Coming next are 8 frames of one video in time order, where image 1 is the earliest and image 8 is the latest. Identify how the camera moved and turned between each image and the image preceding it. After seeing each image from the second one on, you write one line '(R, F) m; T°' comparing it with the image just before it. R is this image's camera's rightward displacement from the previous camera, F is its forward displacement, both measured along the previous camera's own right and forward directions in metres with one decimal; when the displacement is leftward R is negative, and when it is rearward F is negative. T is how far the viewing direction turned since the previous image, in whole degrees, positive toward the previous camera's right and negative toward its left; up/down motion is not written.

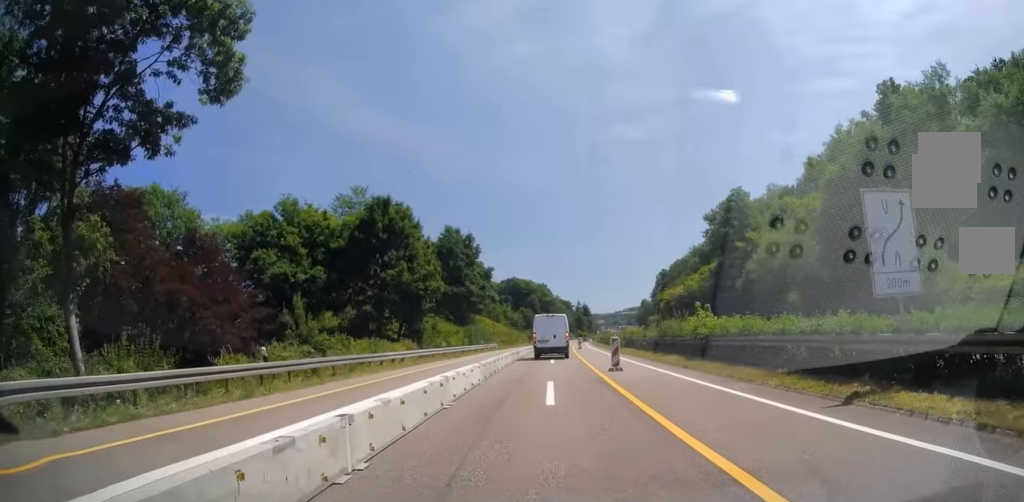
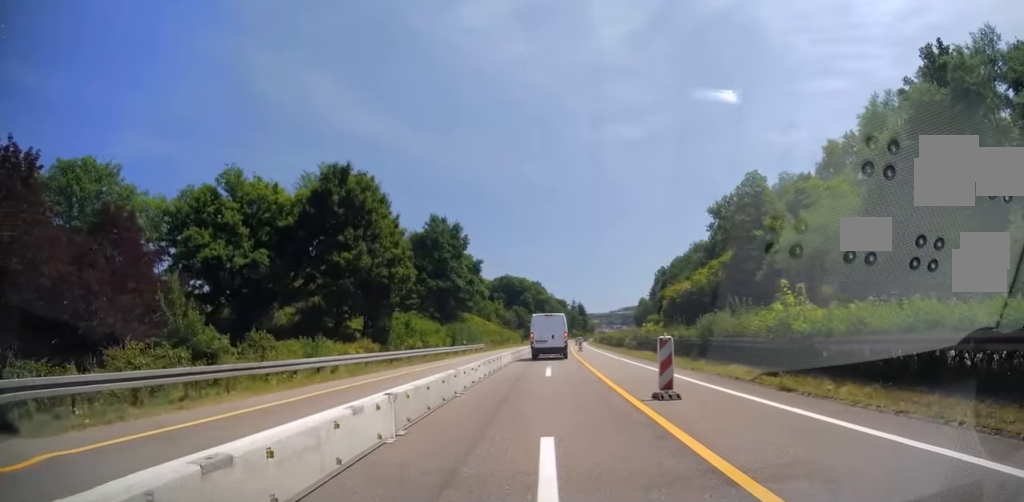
(-0.1, +9.9) m; 0°
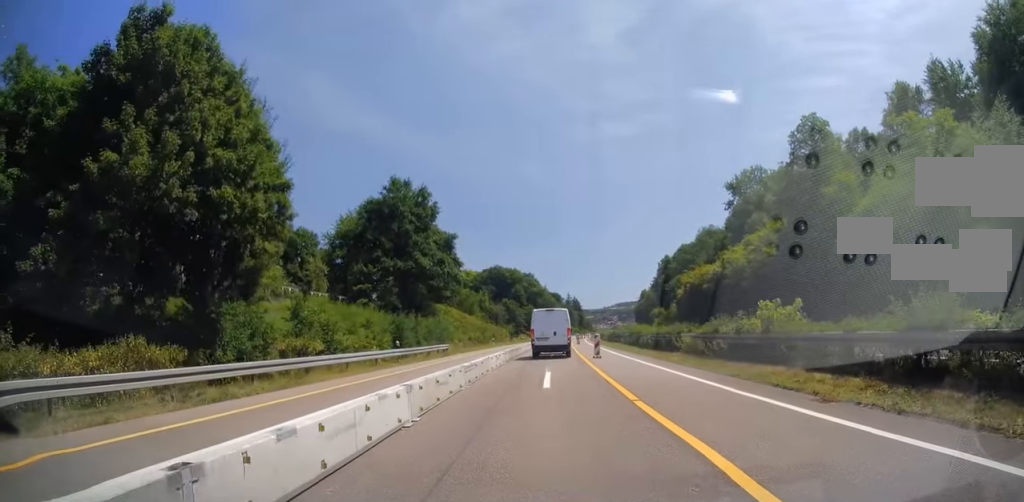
(+0.2, +23.1) m; +2°
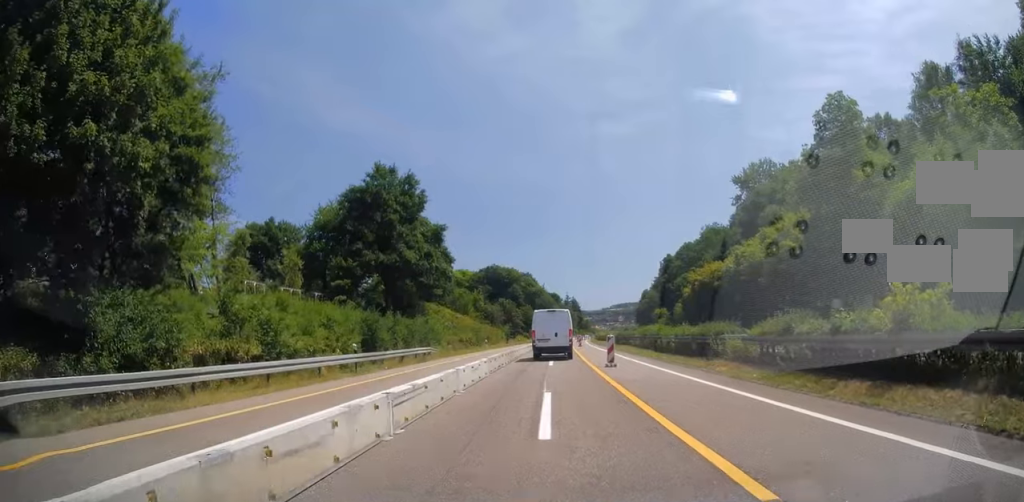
(+0.1, +7.3) m; 0°
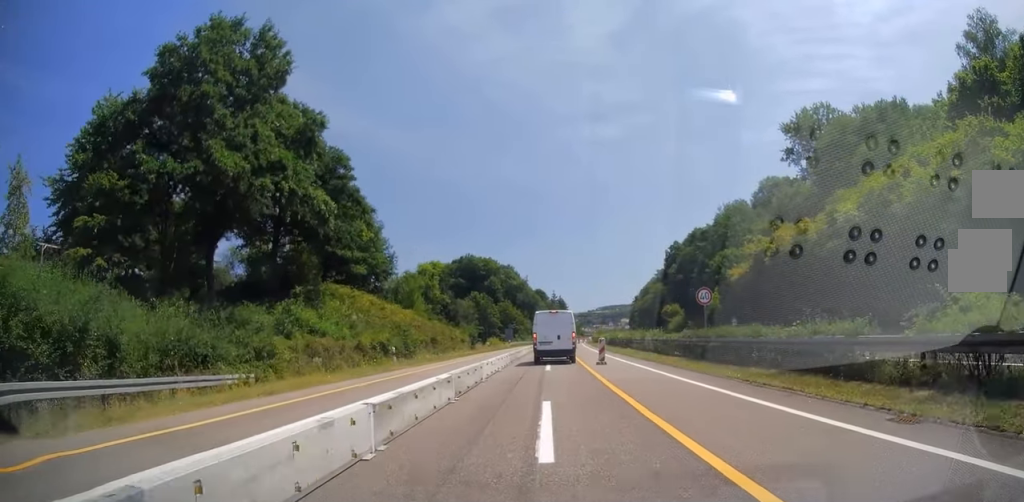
(0.0, +37.8) m; 0°
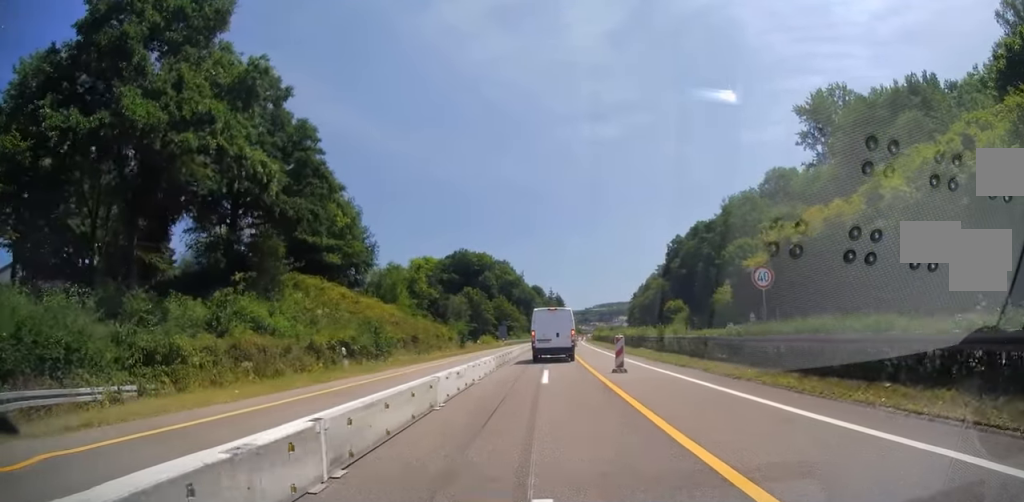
(-0.1, +7.6) m; 0°
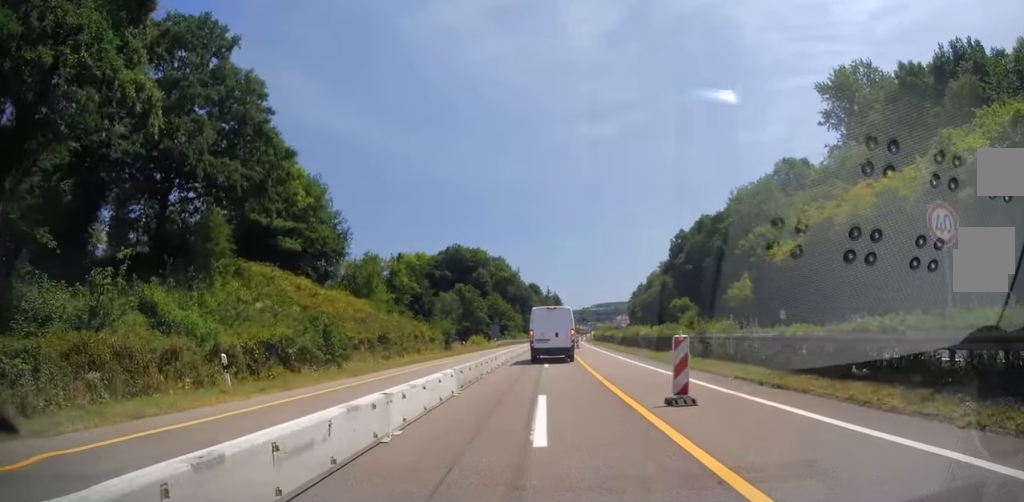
(-0.2, +9.5) m; 0°
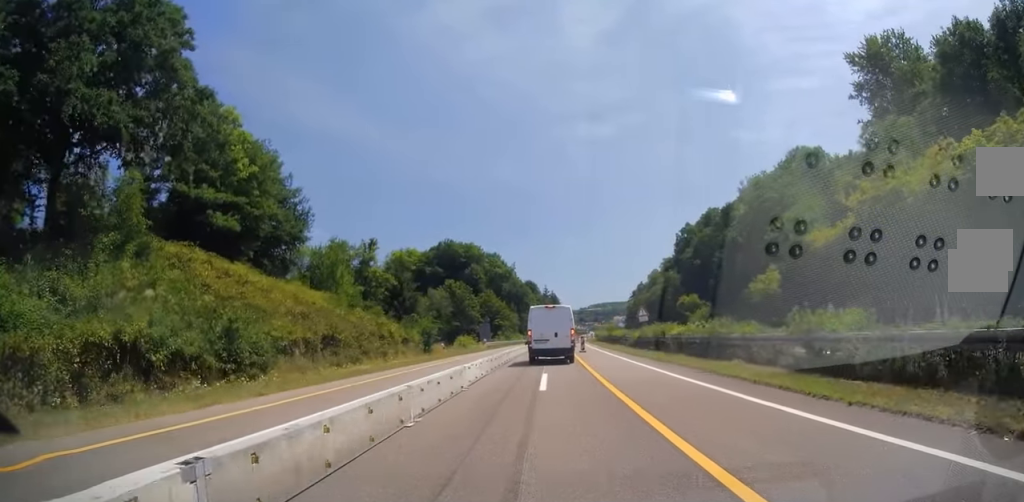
(+0.3, +10.6) m; +2°
